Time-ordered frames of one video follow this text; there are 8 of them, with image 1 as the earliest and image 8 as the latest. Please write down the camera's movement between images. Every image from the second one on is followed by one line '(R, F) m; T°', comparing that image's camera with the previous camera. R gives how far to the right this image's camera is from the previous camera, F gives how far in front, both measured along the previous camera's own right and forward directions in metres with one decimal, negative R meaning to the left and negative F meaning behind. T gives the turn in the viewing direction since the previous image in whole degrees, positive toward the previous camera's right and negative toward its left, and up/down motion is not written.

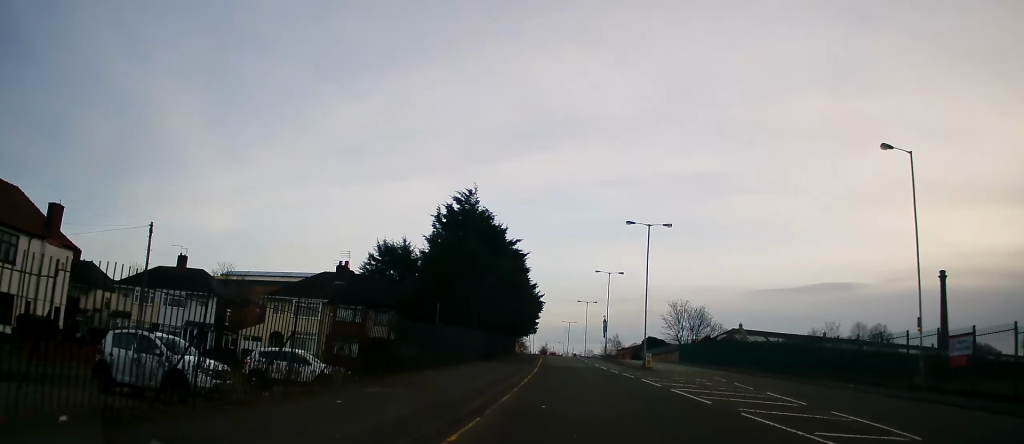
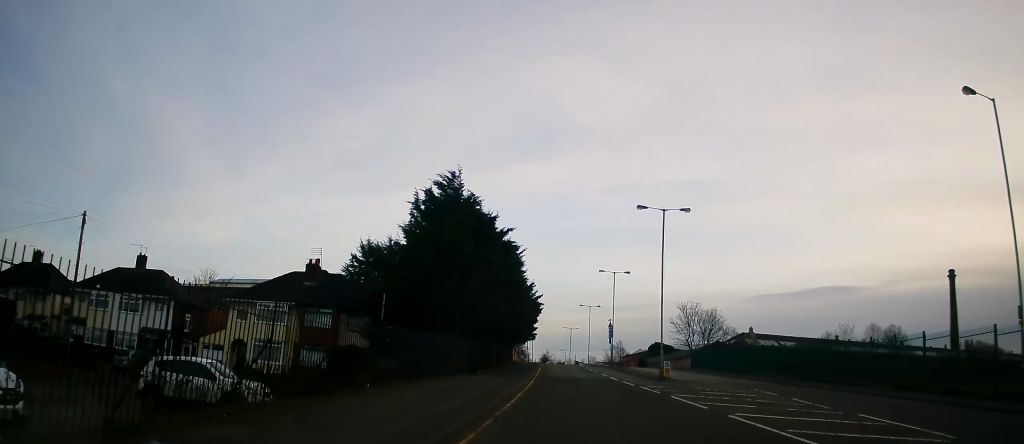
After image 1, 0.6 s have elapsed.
(+0.1, +6.6) m; 0°
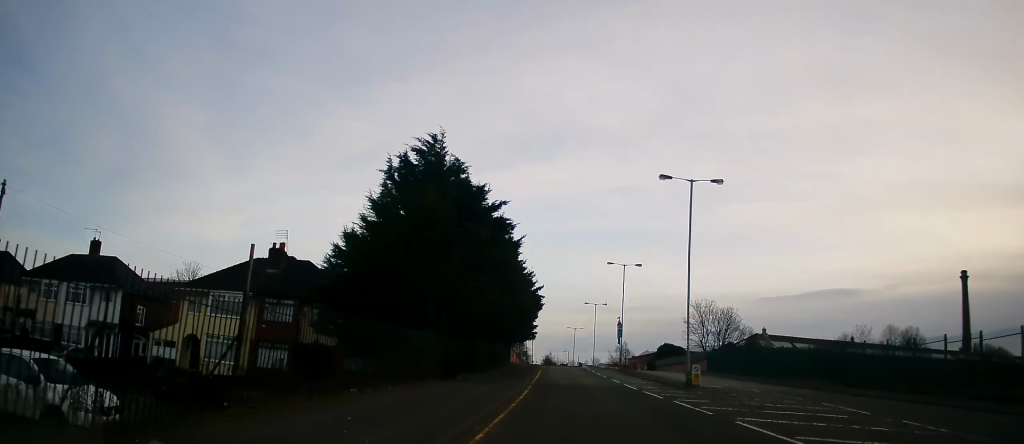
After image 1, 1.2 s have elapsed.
(+0.2, +6.9) m; 0°
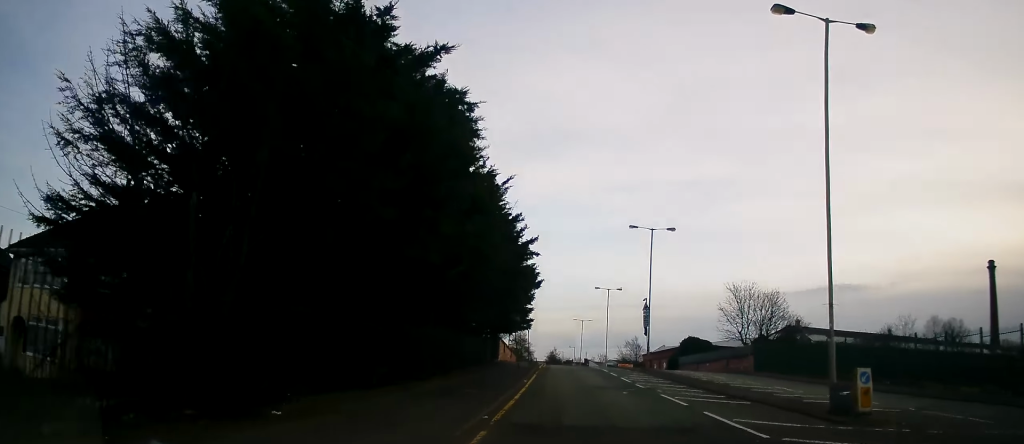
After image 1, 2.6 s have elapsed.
(+0.1, +15.8) m; +1°
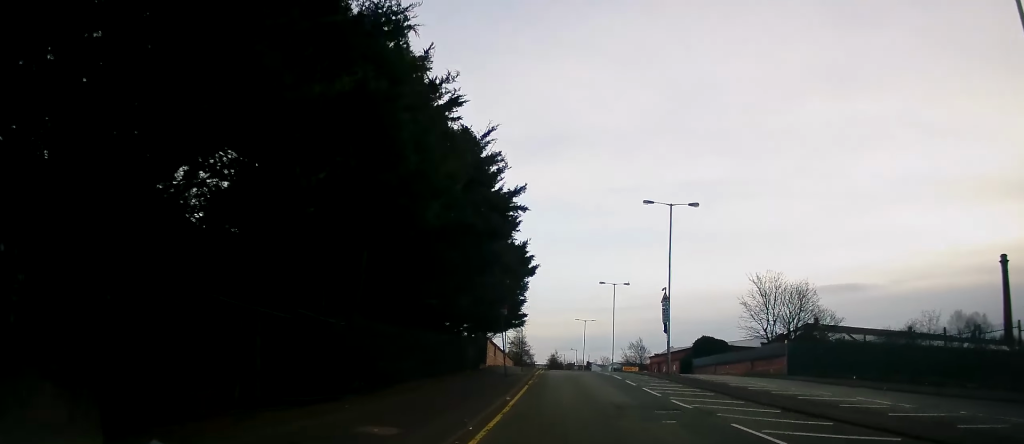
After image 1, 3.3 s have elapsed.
(+0.2, +7.9) m; -1°
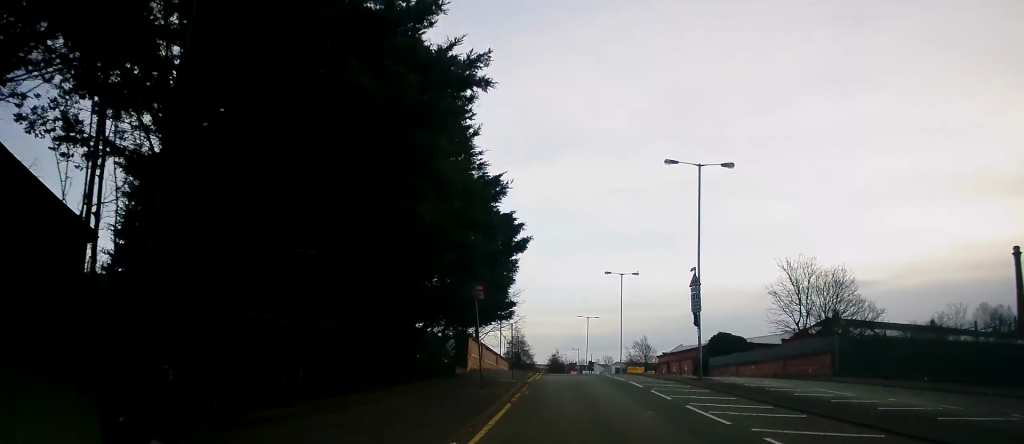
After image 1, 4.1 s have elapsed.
(-0.4, +7.7) m; -2°
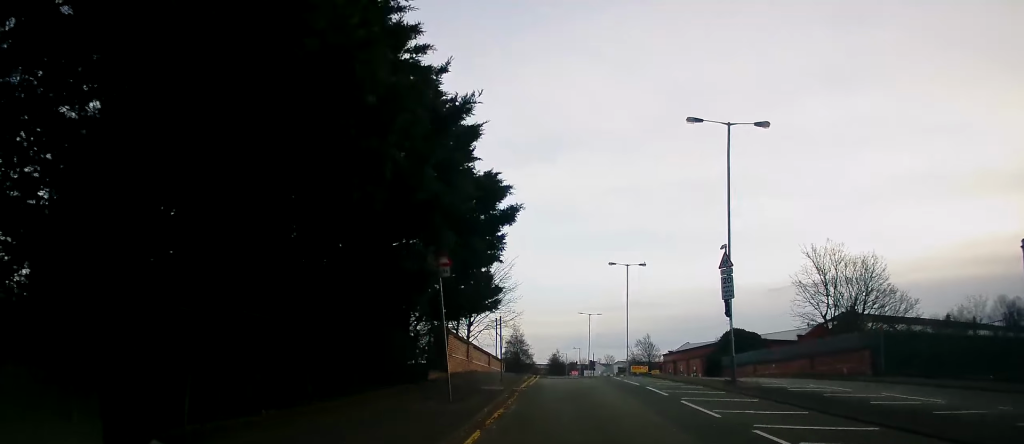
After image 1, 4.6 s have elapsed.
(0.0, +5.3) m; -1°
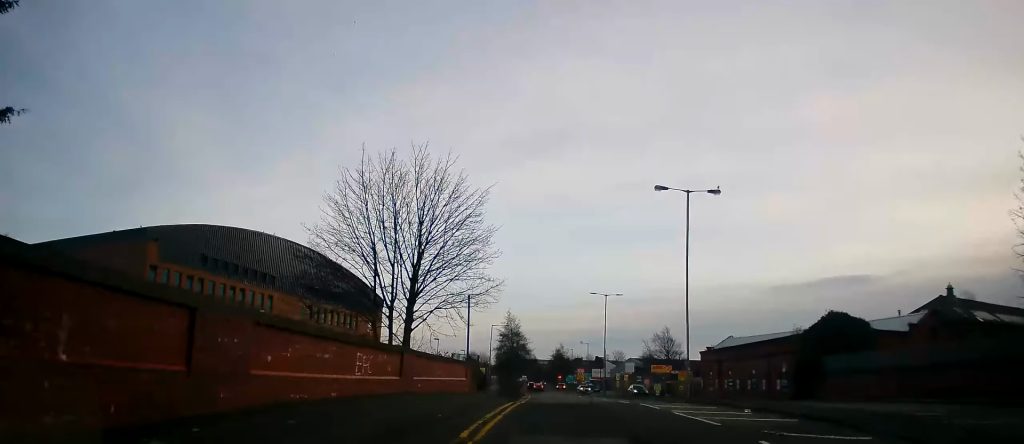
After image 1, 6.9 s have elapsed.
(-0.3, +24.3) m; 0°
